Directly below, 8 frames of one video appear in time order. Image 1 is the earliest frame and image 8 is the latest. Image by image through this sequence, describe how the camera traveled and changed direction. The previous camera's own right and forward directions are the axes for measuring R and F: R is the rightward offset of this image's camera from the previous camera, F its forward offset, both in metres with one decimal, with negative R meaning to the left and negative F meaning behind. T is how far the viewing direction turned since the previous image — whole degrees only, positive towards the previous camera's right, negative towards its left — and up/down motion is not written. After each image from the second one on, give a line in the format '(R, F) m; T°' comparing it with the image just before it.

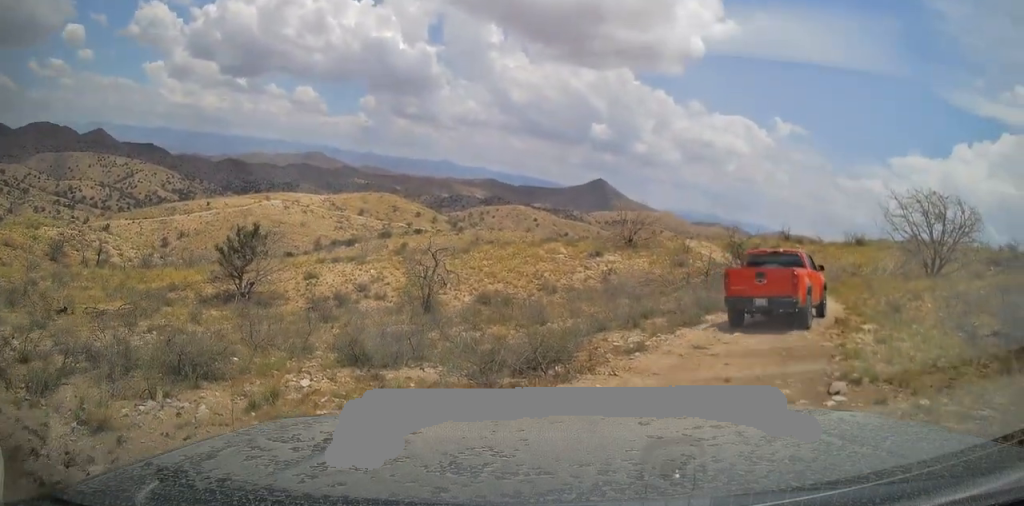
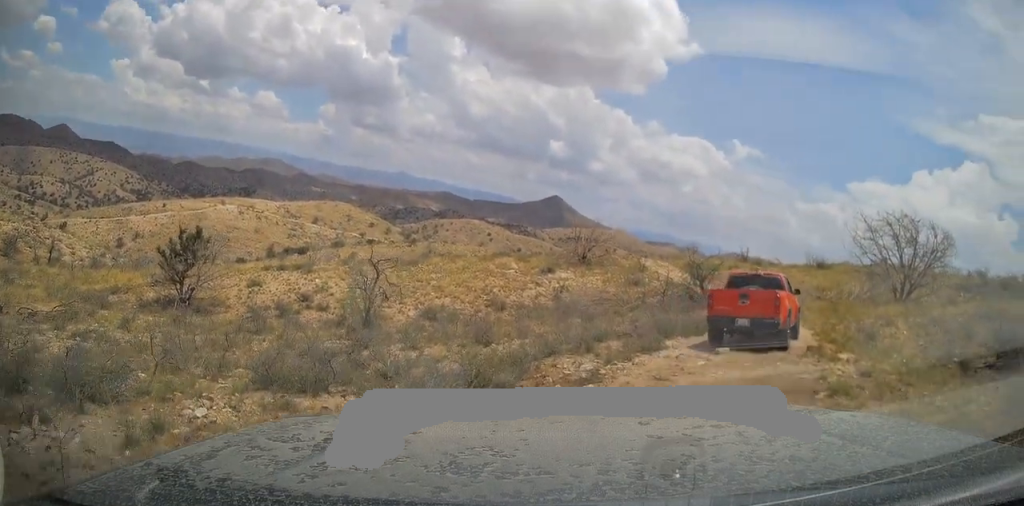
(0.0, +1.3) m; +10°
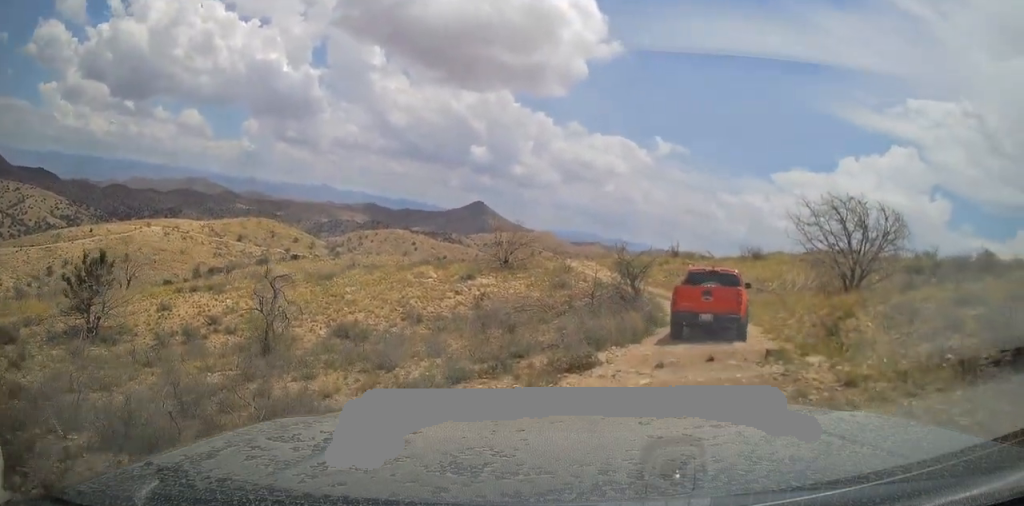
(+0.5, +2.4) m; +12°
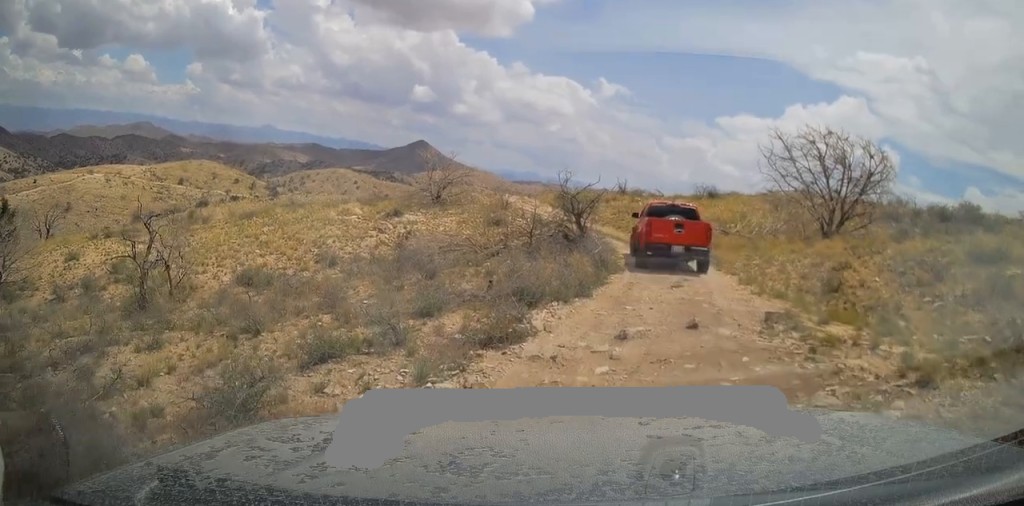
(+0.1, +3.5) m; +5°
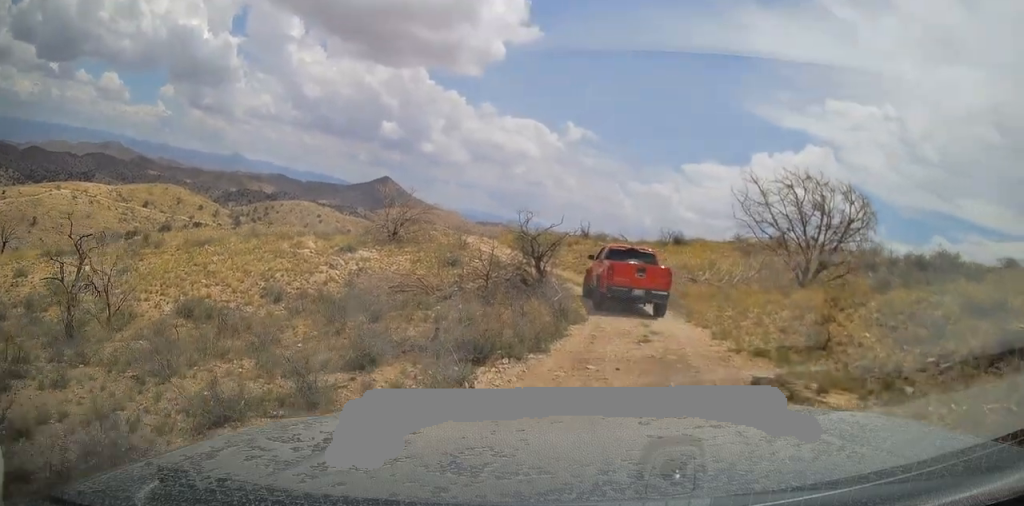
(+0.1, +1.4) m; +2°
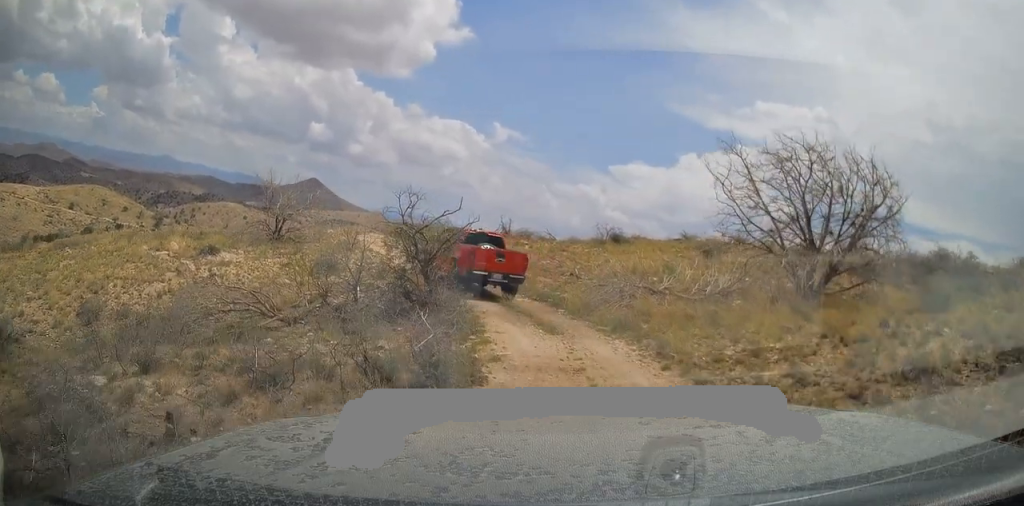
(+0.5, +7.1) m; +3°
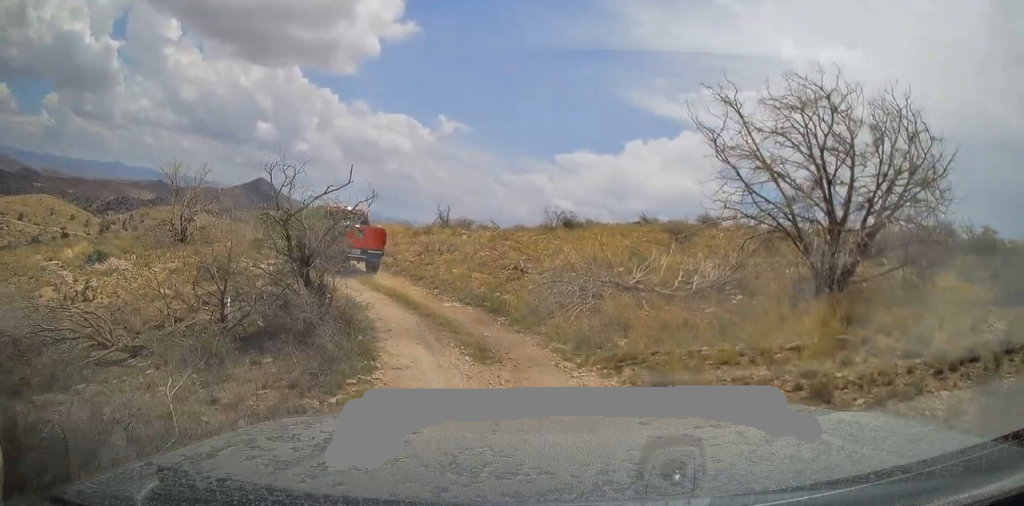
(-0.3, +4.5) m; -4°
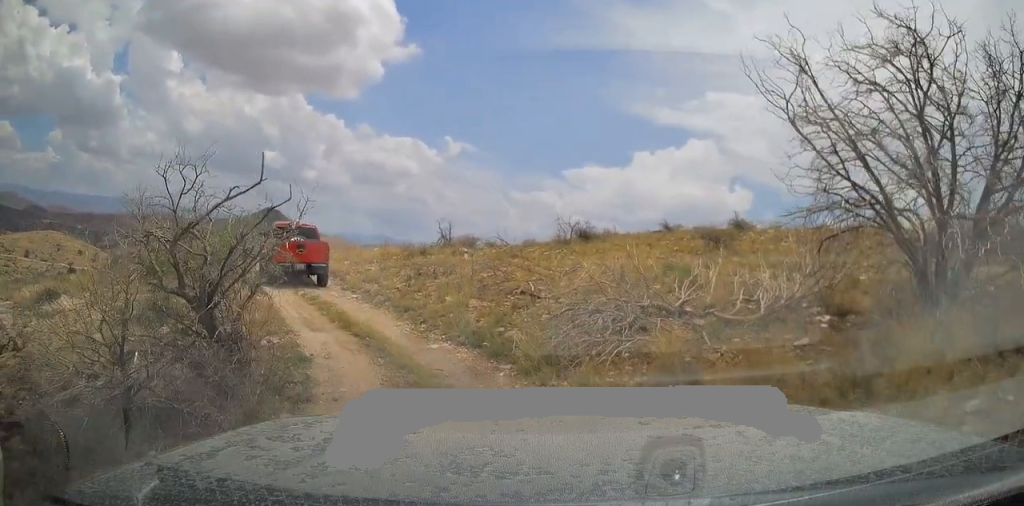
(+0.1, +3.5) m; -4°
